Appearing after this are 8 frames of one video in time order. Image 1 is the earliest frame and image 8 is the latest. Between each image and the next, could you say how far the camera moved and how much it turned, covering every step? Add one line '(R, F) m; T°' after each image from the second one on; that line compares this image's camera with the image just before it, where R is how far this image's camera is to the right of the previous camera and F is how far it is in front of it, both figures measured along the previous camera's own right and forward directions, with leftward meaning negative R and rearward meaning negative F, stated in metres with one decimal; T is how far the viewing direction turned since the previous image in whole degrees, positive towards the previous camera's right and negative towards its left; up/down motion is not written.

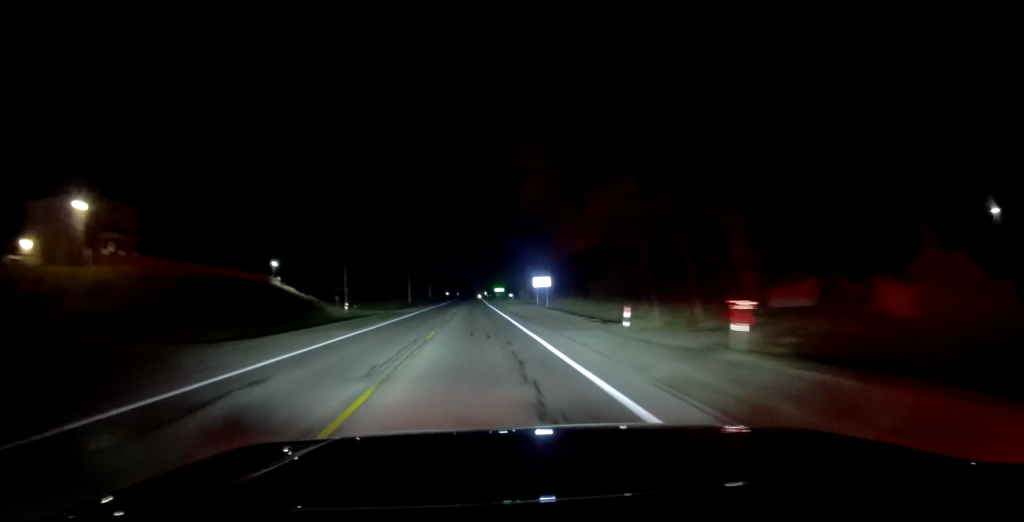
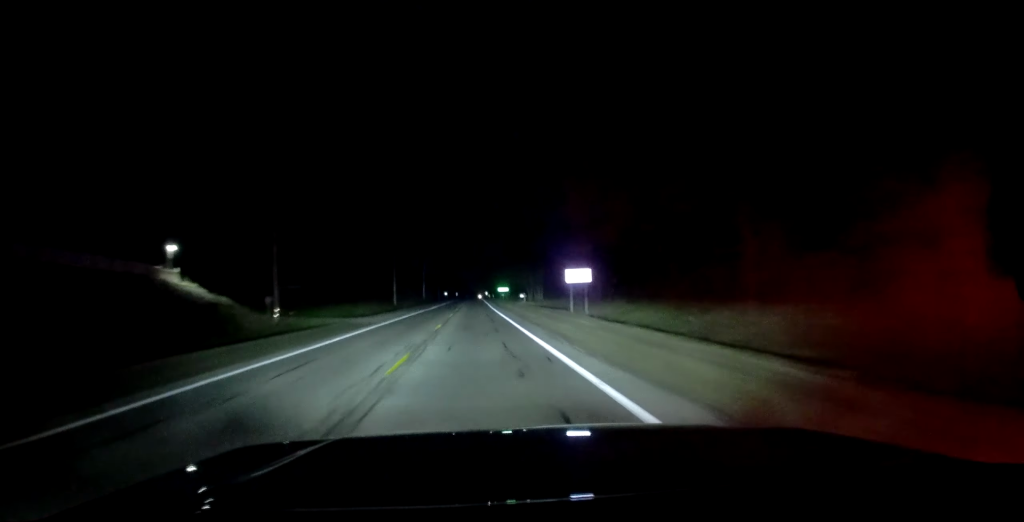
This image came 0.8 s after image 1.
(+0.4, +24.7) m; +1°
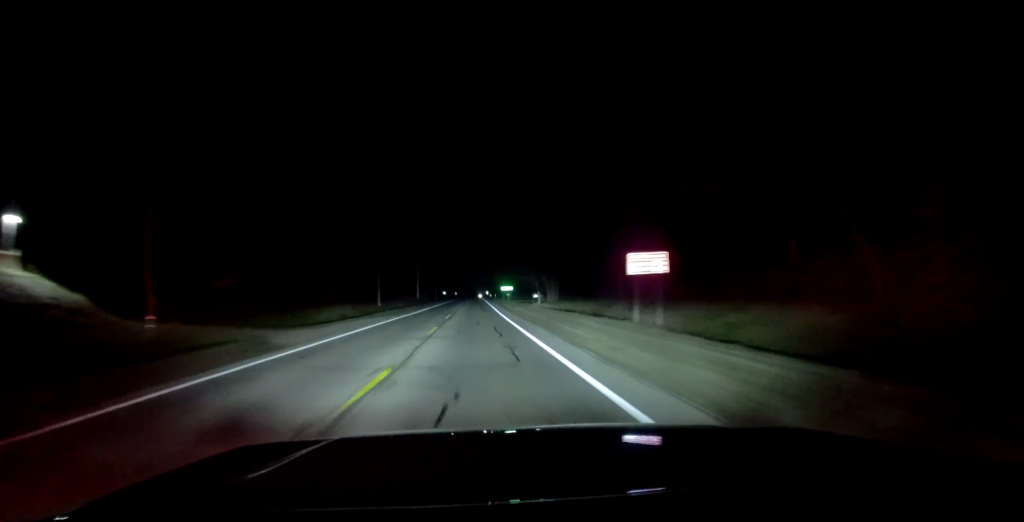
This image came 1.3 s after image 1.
(+0.1, +18.6) m; 0°
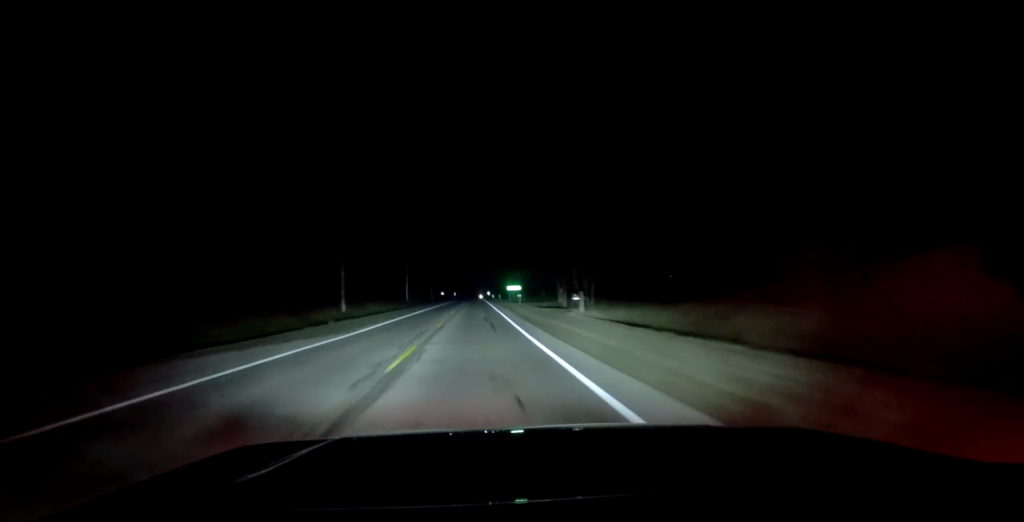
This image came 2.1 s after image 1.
(0.0, +25.8) m; -1°
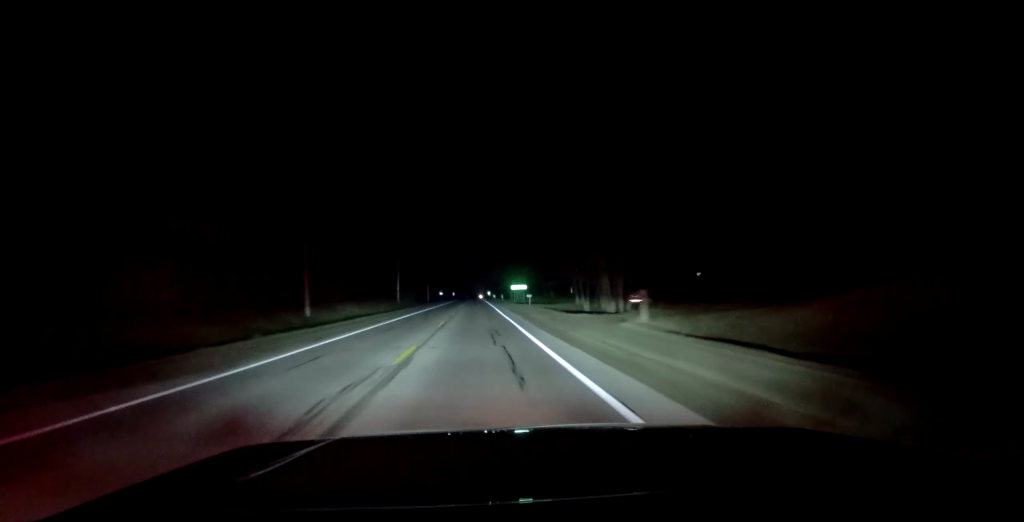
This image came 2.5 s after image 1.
(-0.2, +15.1) m; 0°
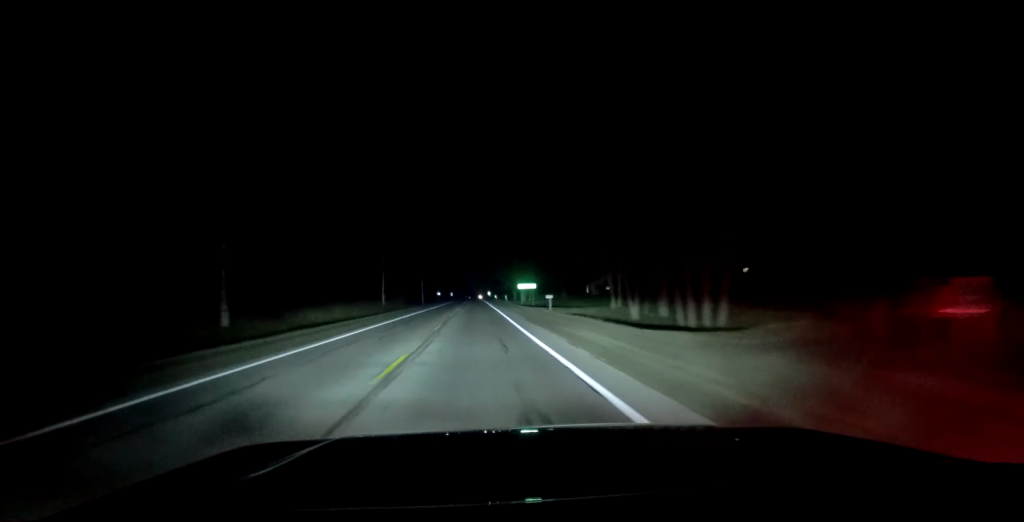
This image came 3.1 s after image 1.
(-0.1, +18.6) m; 0°
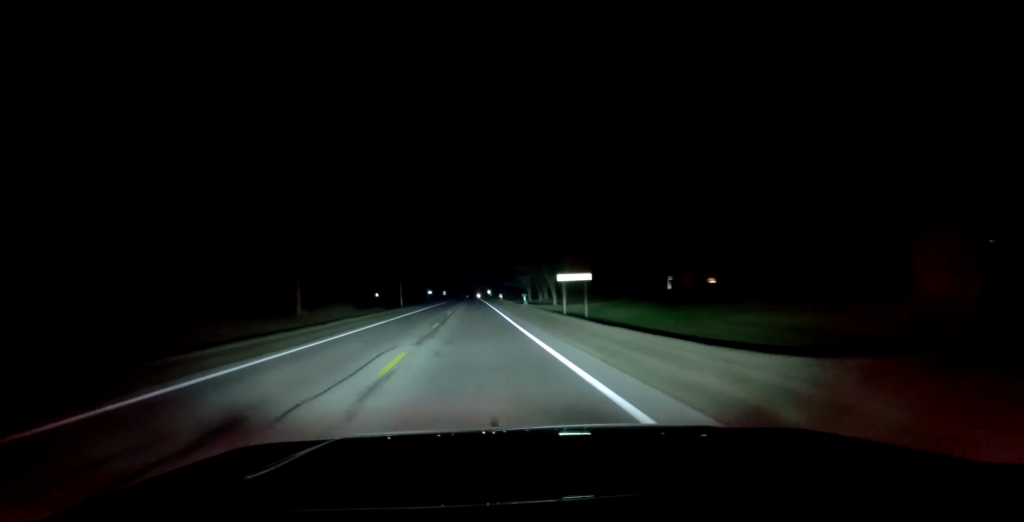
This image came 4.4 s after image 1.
(0.0, +47.3) m; 0°
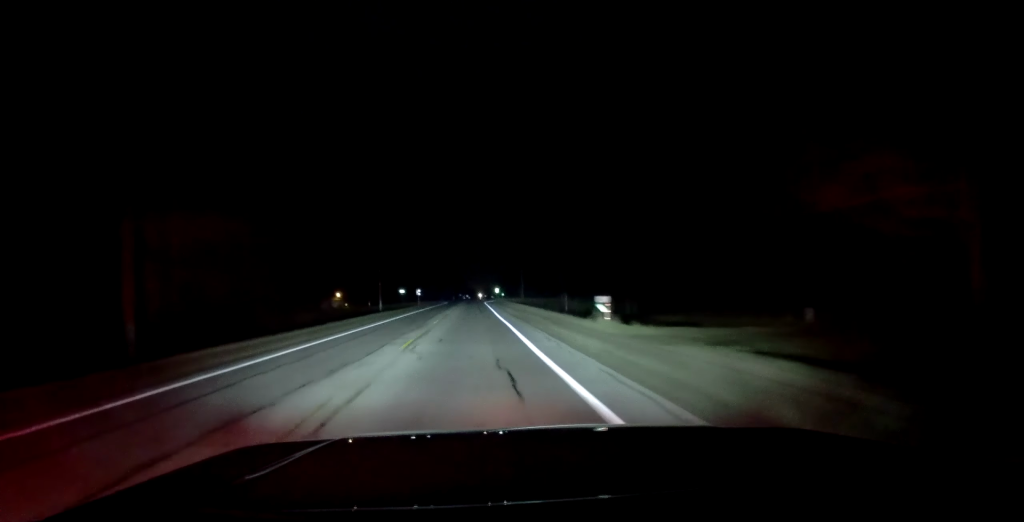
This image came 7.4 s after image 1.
(+0.4, +102.0) m; +1°
